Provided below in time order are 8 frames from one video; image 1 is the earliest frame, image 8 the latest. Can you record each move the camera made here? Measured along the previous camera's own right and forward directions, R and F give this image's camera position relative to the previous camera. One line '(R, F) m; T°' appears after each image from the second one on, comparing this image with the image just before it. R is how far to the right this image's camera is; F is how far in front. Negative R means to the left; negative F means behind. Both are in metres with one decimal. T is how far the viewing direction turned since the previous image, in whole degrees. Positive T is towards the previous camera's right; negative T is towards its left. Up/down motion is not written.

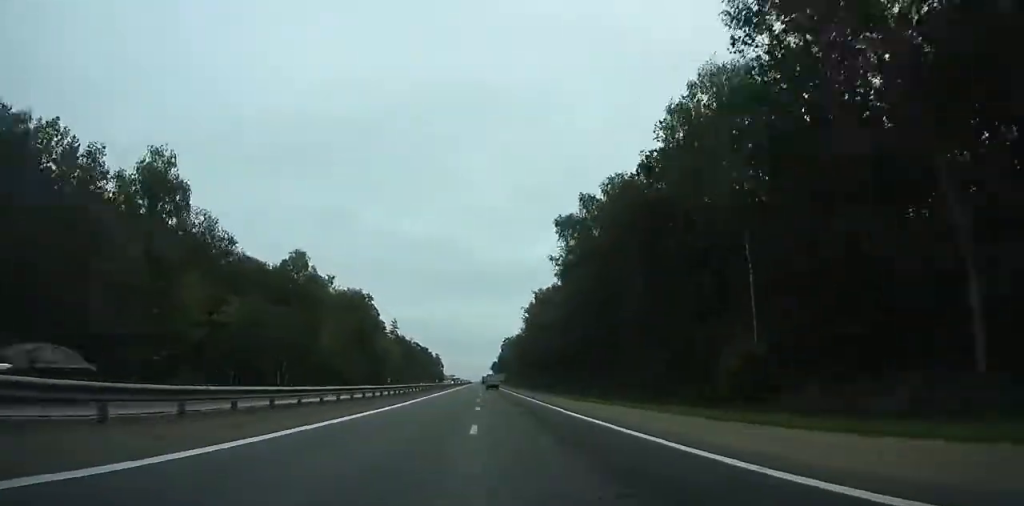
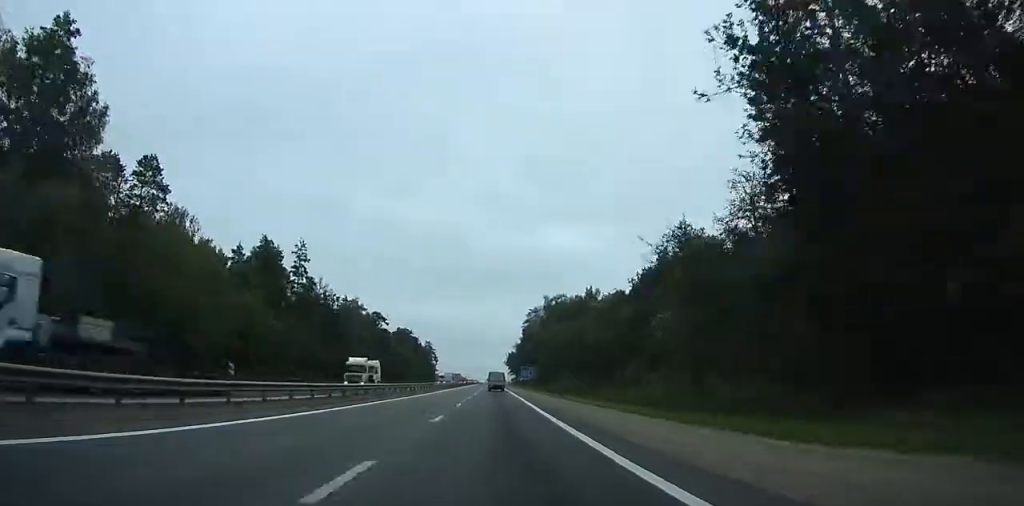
(+5.7, +144.9) m; +2°
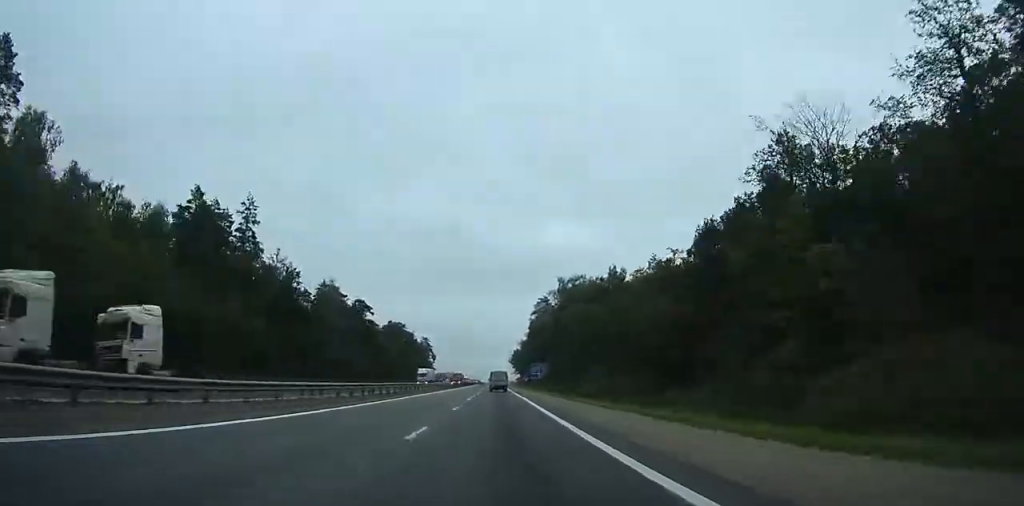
(+0.1, +29.1) m; 0°
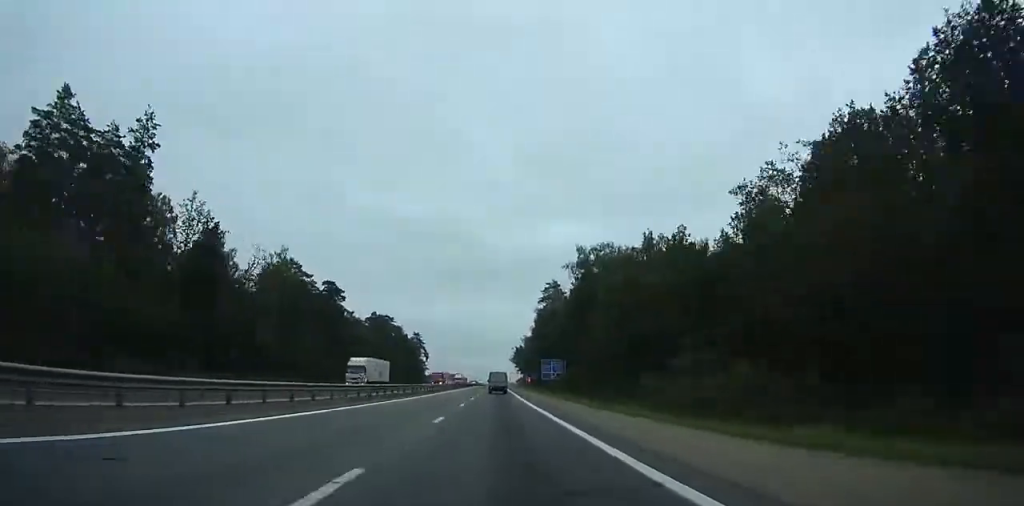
(-0.1, +31.2) m; 0°
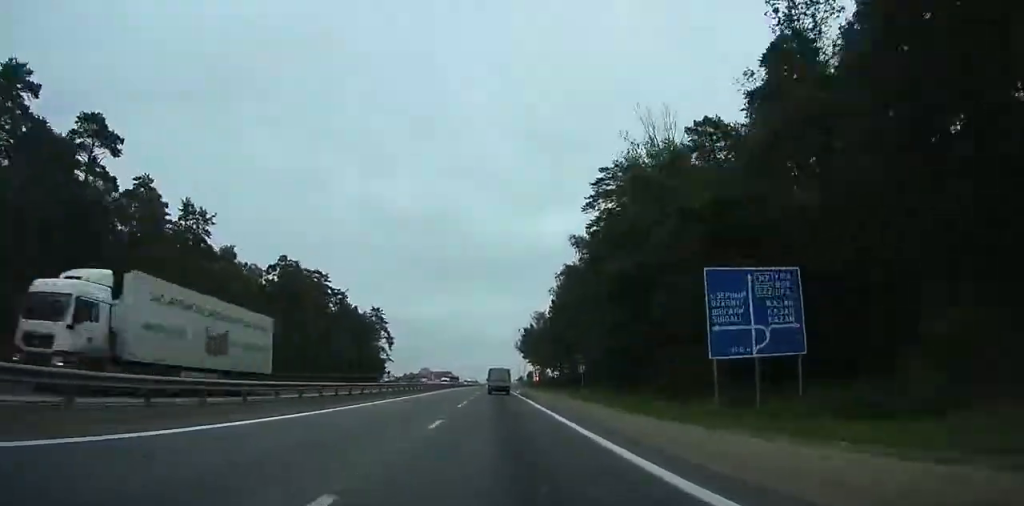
(-0.4, +87.9) m; 0°
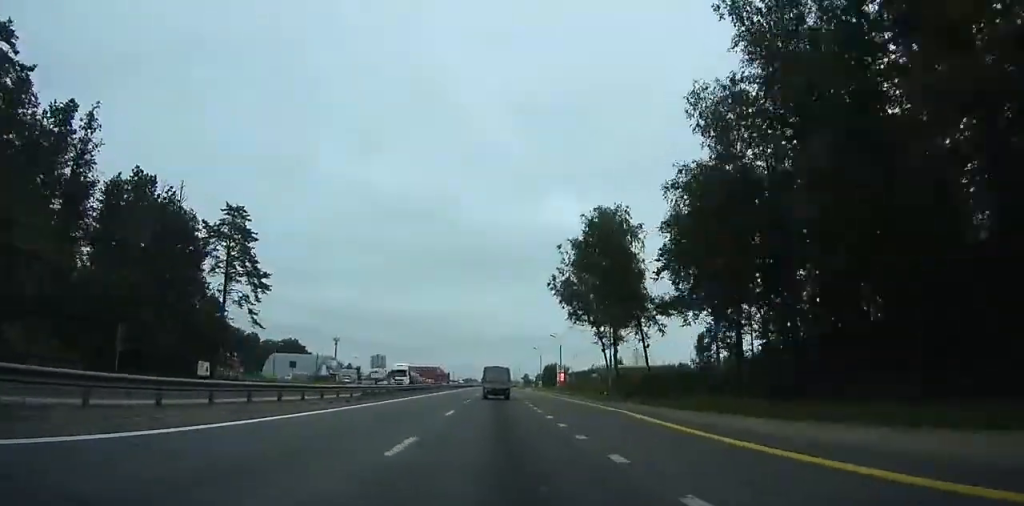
(+0.5, +103.0) m; 0°
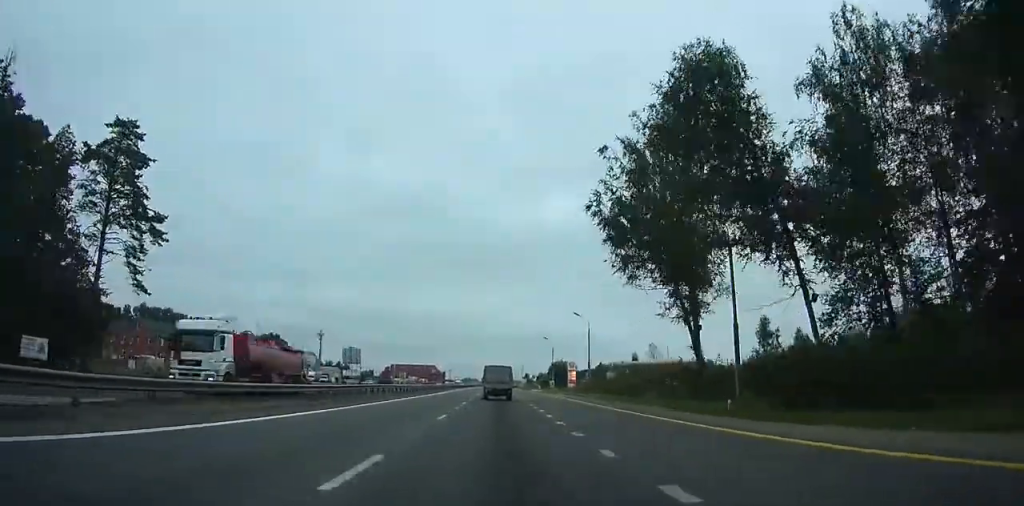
(-0.3, +26.9) m; 0°
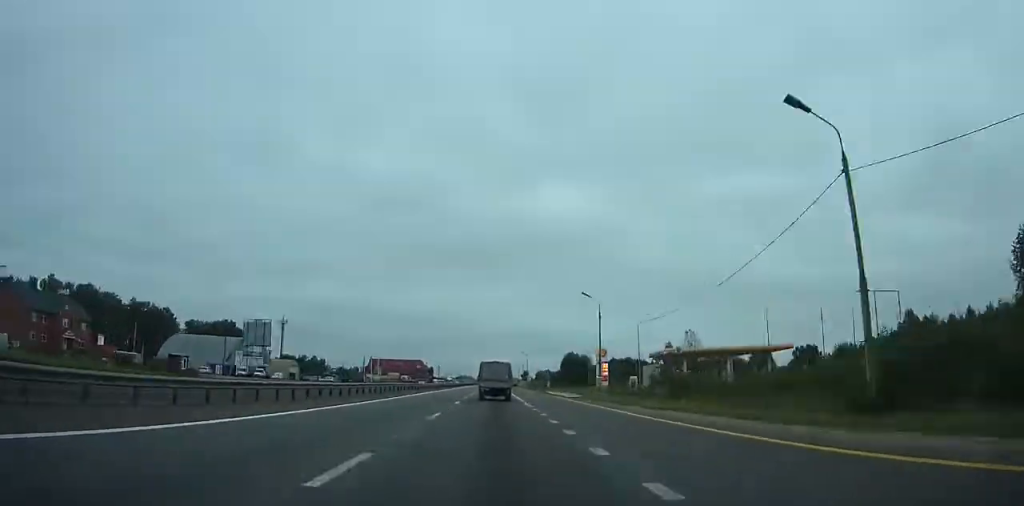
(0.0, +47.0) m; 0°
